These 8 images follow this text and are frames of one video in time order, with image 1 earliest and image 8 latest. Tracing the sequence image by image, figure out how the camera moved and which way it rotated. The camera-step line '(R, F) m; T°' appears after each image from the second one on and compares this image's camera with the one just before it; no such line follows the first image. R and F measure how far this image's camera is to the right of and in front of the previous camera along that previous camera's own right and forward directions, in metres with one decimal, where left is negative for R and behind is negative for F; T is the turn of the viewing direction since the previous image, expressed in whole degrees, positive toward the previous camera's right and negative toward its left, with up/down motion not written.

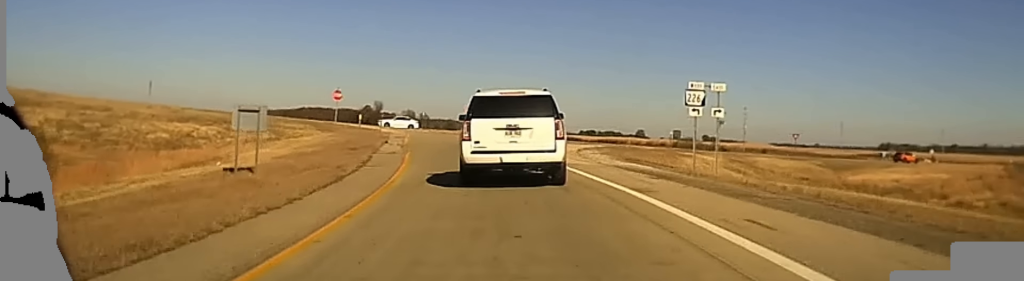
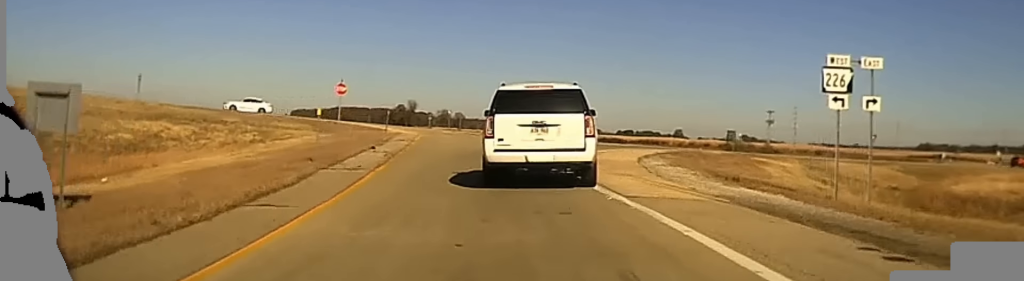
(-0.3, +12.8) m; -2°
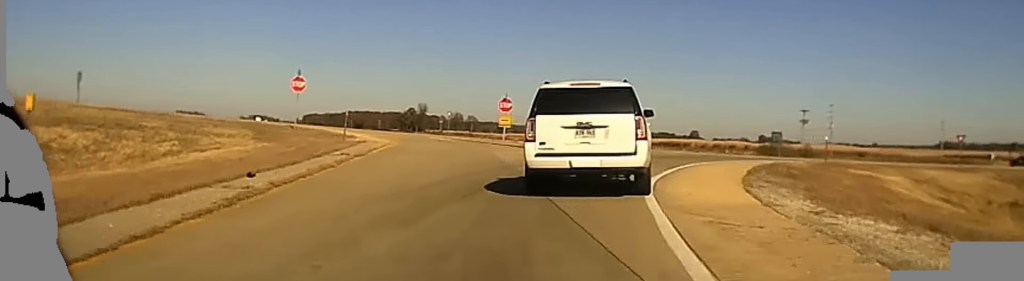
(-0.2, +18.5) m; -1°
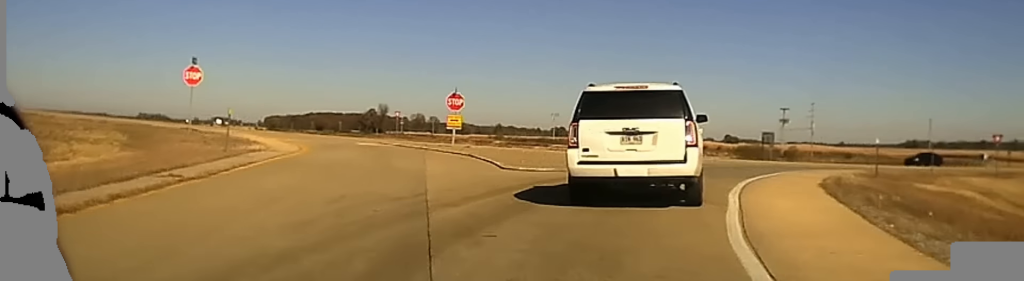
(-0.4, +13.4) m; +1°
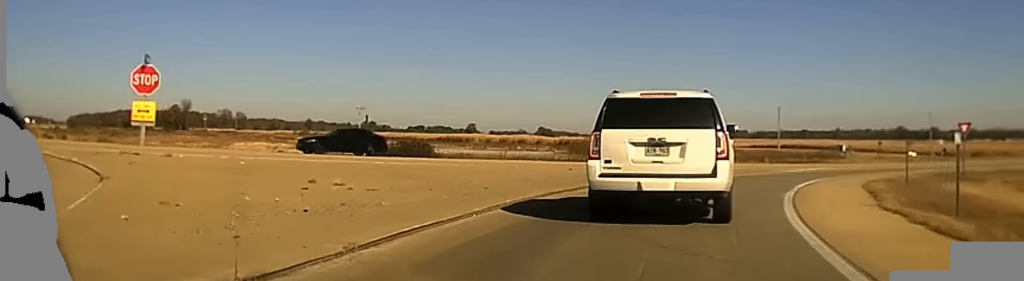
(+1.3, +20.6) m; +7°
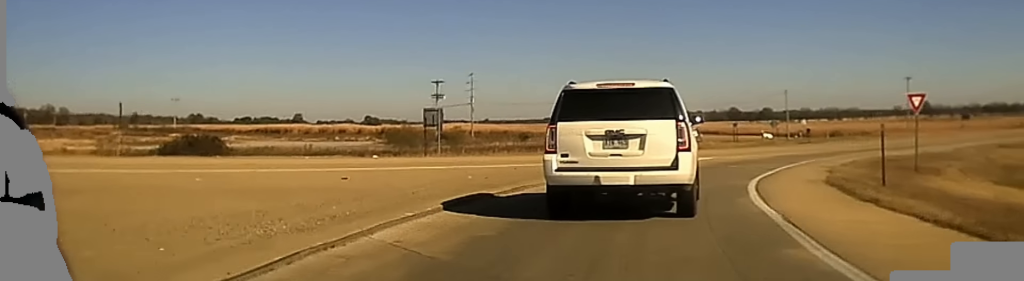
(+0.6, +13.7) m; +10°
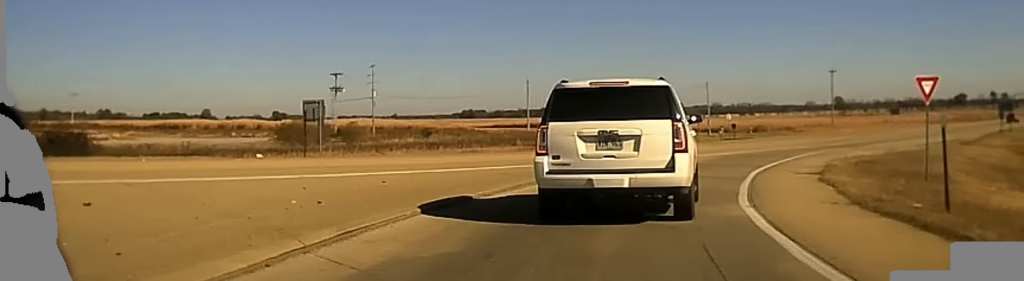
(+0.8, +7.2) m; +8°
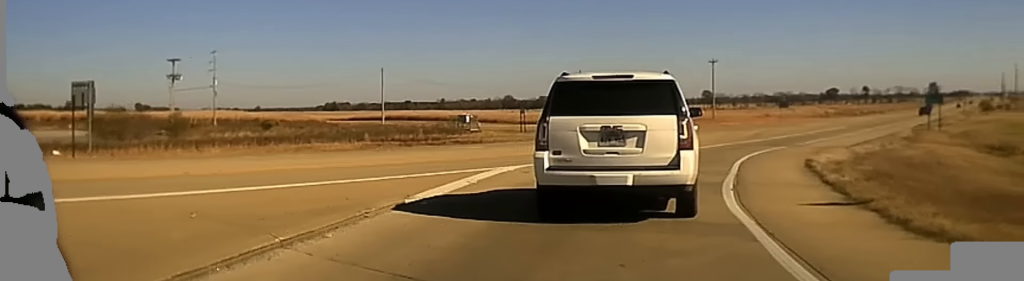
(+0.8, +11.4) m; +9°
